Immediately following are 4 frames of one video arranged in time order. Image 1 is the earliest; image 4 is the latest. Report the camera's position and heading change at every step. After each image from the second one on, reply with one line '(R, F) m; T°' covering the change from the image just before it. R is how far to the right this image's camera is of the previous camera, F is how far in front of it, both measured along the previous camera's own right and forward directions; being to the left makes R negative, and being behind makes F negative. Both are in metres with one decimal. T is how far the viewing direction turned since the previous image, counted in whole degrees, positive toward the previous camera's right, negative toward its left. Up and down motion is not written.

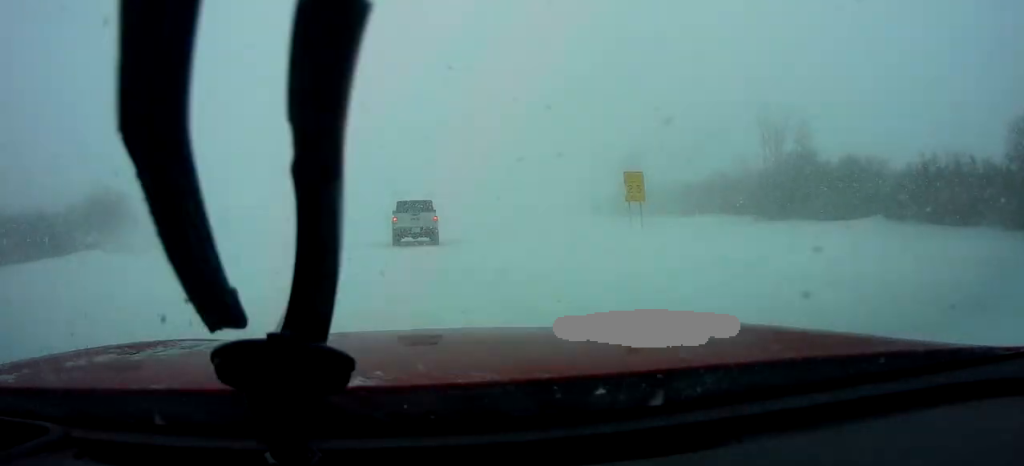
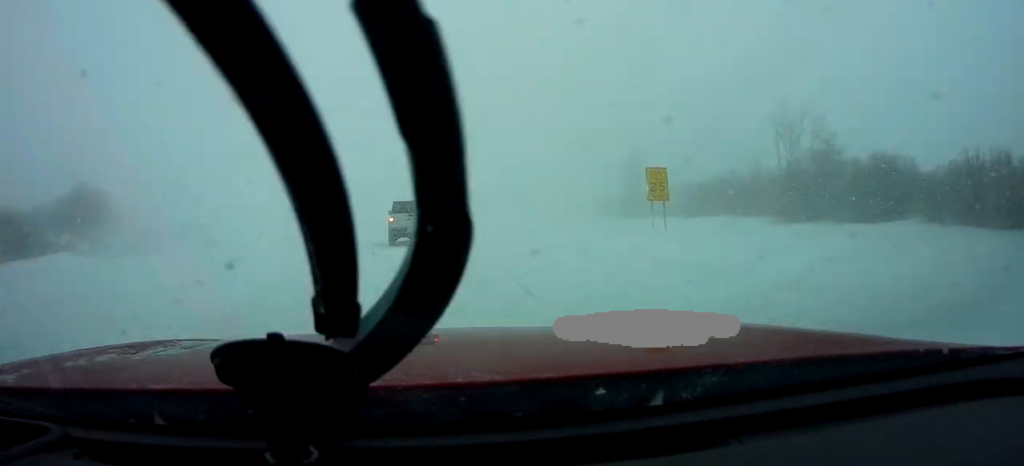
(-0.3, +3.0) m; 0°
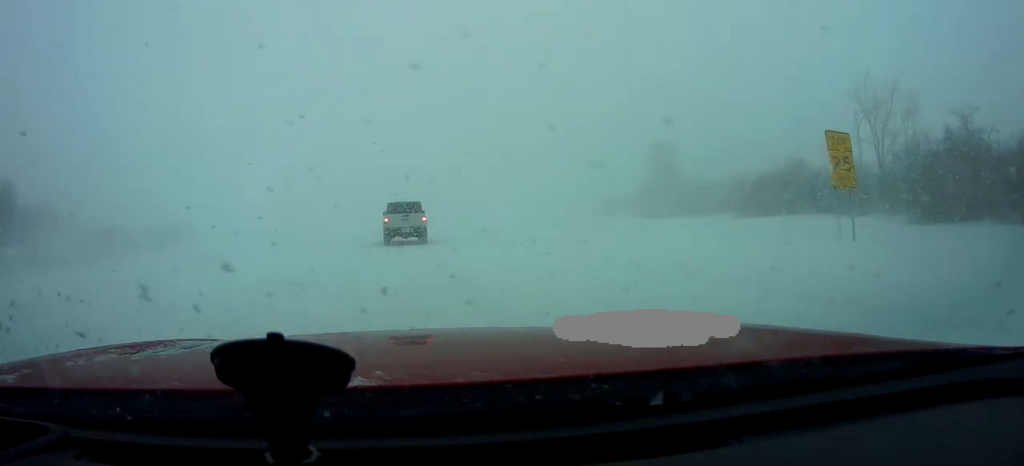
(+0.5, +12.0) m; +3°
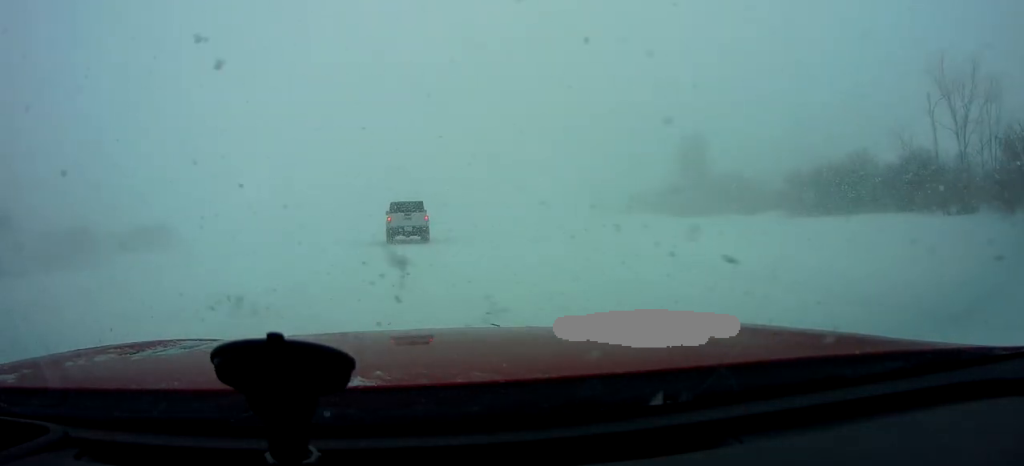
(+0.2, +8.4) m; +4°
